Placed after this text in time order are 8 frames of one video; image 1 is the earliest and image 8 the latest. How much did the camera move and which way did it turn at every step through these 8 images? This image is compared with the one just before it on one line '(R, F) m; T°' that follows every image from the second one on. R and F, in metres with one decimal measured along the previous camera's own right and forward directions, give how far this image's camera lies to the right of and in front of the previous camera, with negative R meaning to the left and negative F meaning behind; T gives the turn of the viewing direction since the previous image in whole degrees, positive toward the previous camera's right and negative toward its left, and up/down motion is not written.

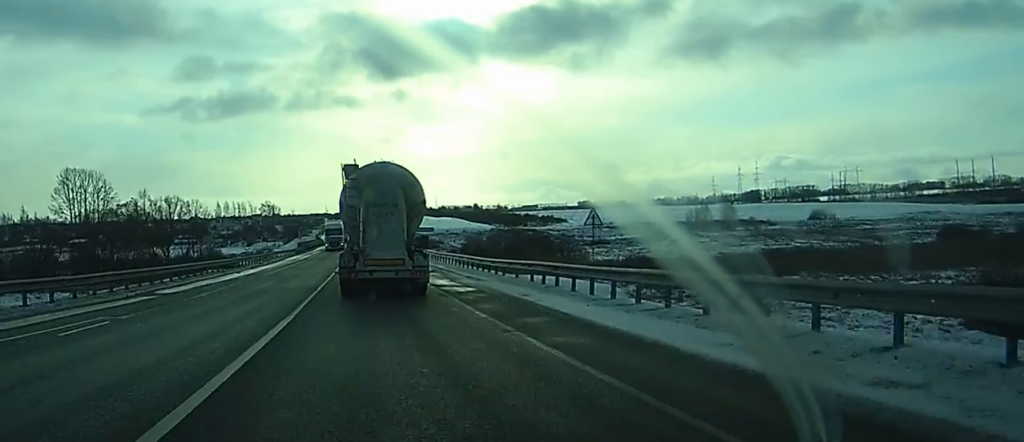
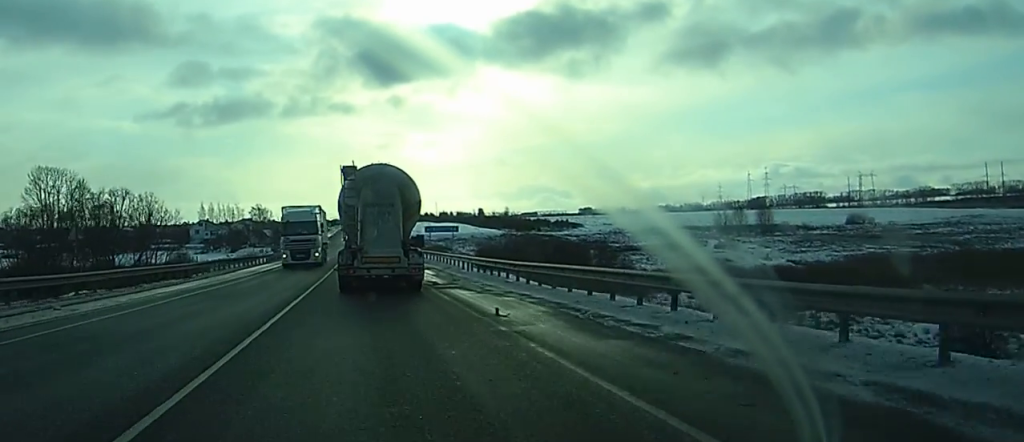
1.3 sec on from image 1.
(0.0, +31.0) m; 0°
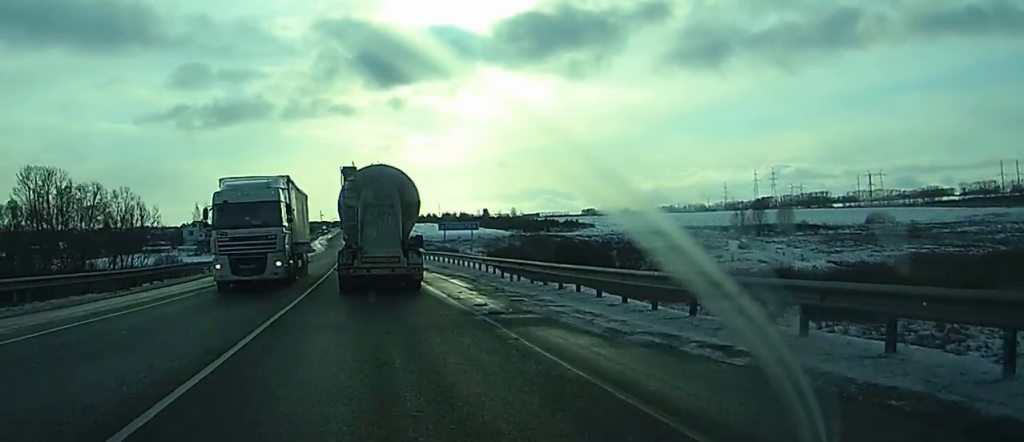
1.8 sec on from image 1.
(+0.1, +13.1) m; 0°
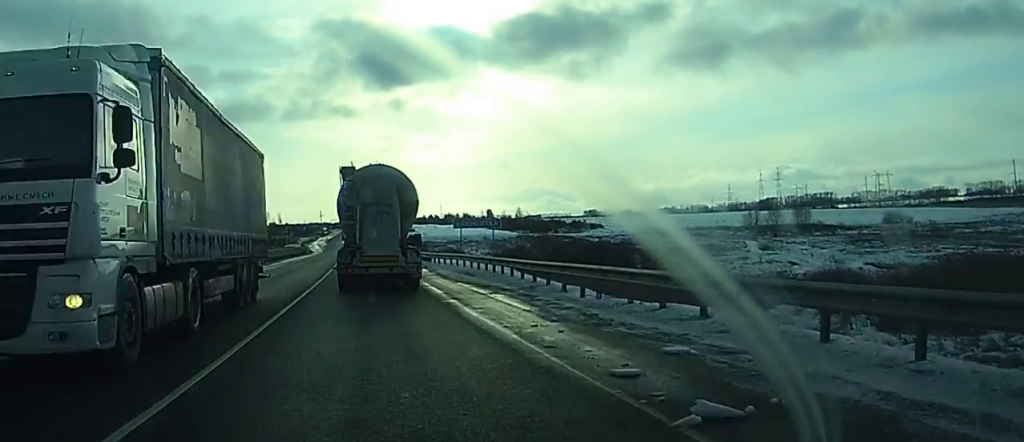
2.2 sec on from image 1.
(0.0, +10.6) m; 0°
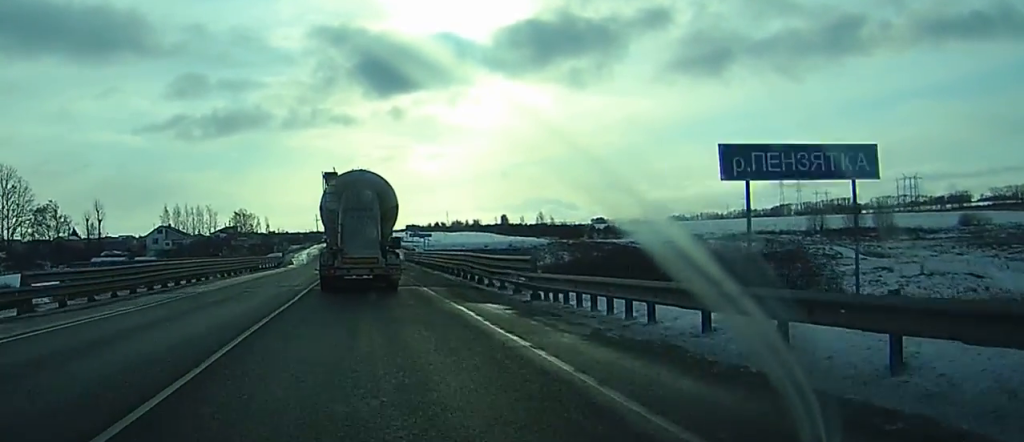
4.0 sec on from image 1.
(-0.2, +43.4) m; 0°
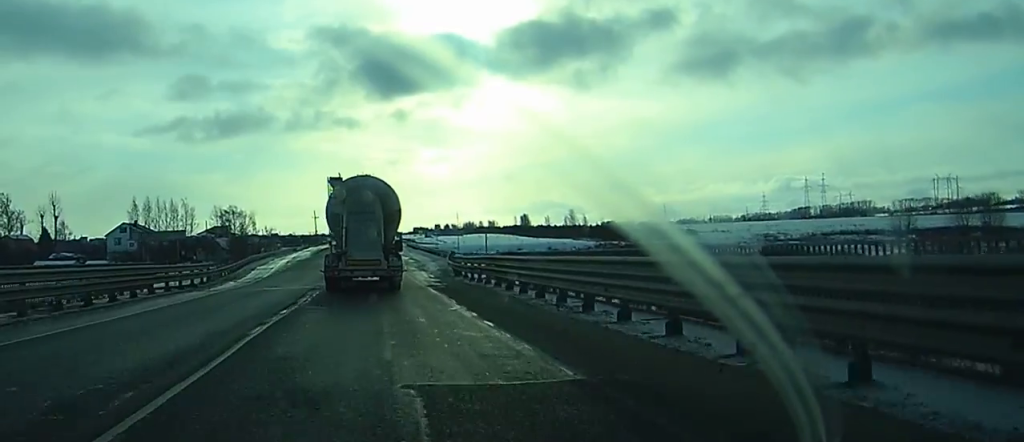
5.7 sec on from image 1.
(-0.1, +42.1) m; -1°
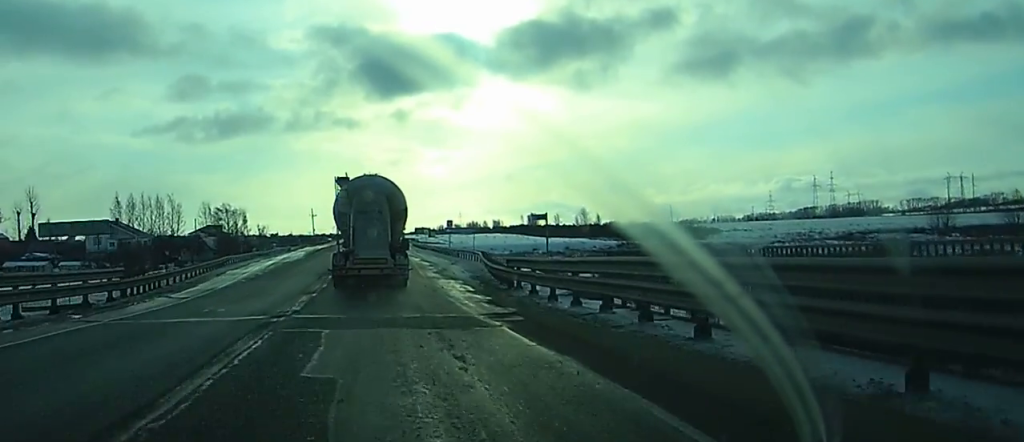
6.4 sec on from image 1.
(0.0, +16.0) m; 0°
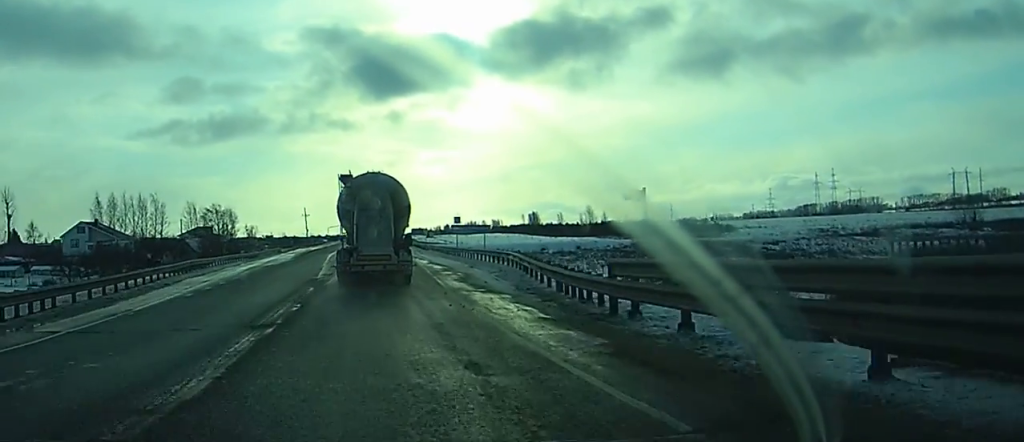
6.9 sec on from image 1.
(-0.1, +12.0) m; 0°
